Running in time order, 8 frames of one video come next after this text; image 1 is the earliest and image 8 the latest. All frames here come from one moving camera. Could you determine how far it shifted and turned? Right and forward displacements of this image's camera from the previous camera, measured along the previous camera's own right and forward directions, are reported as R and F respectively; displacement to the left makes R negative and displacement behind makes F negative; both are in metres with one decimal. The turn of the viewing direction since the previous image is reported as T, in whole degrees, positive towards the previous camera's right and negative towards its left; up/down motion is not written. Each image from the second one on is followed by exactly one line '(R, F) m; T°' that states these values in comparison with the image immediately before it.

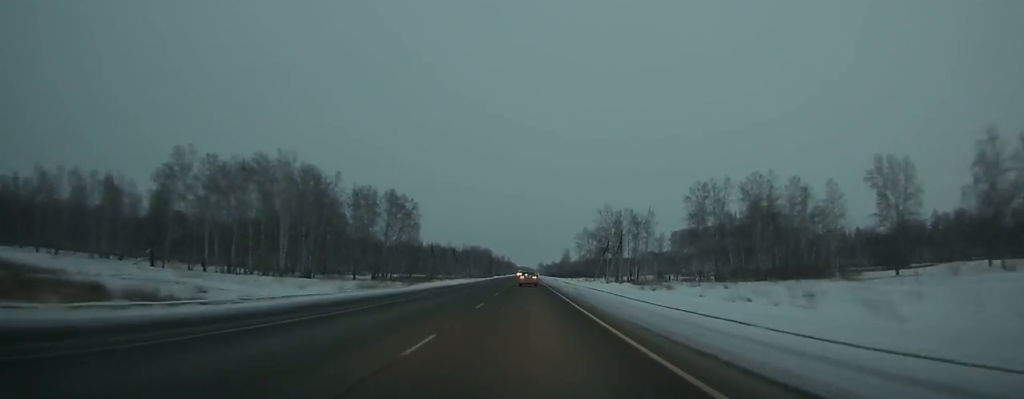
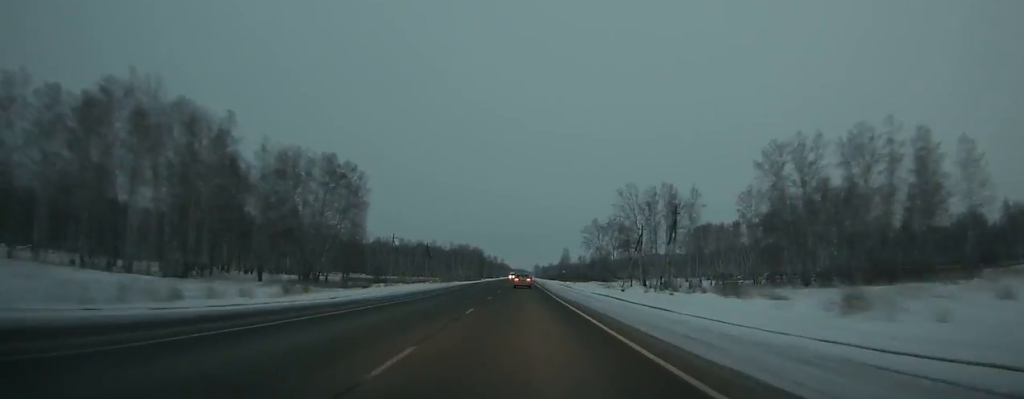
(0.0, +50.6) m; 0°
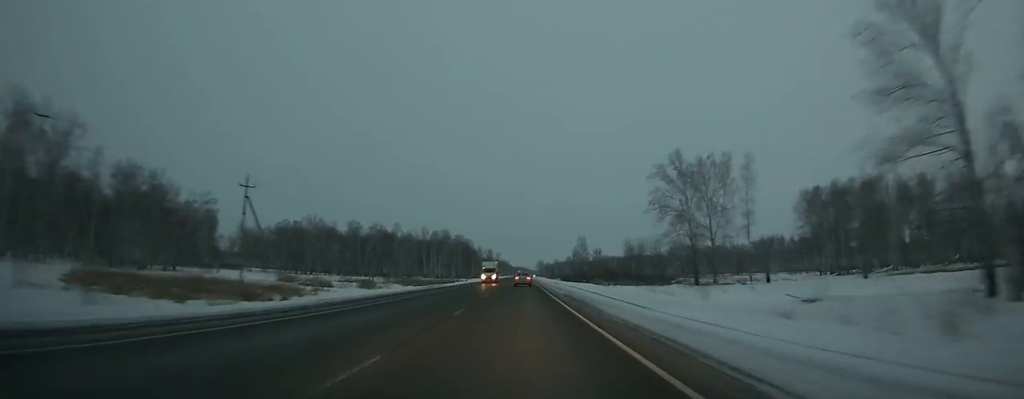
(-0.3, +109.4) m; 0°
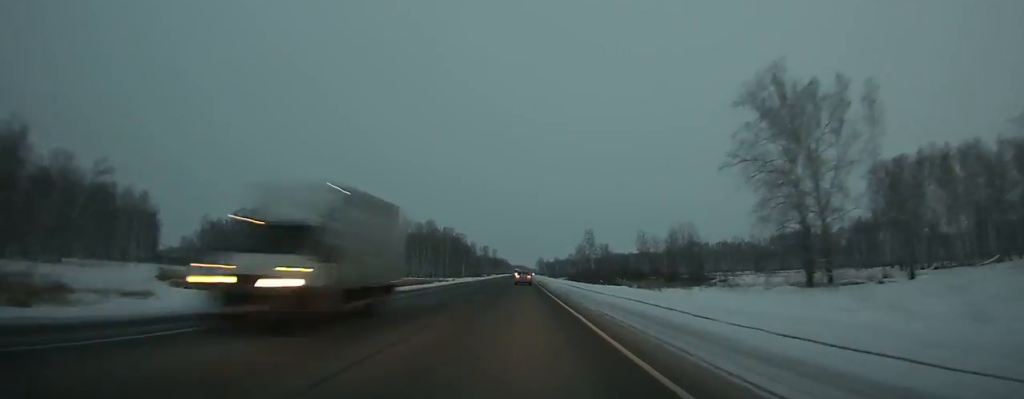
(0.0, +40.8) m; 0°
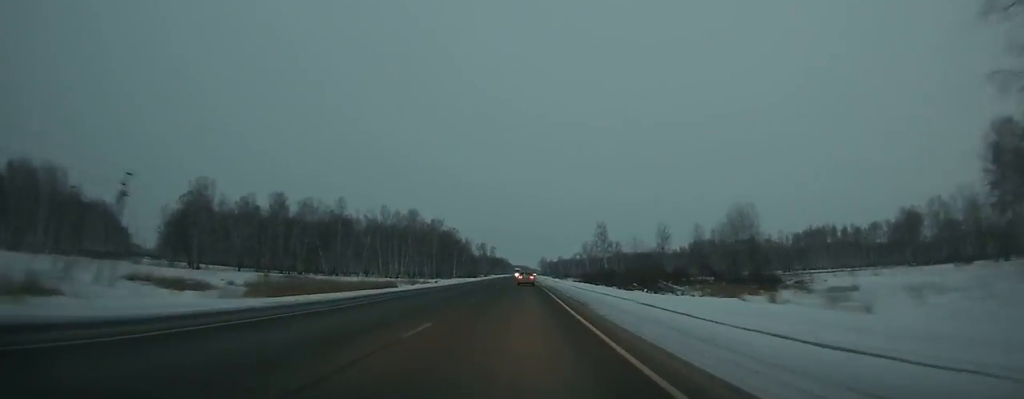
(-0.1, +38.3) m; 0°
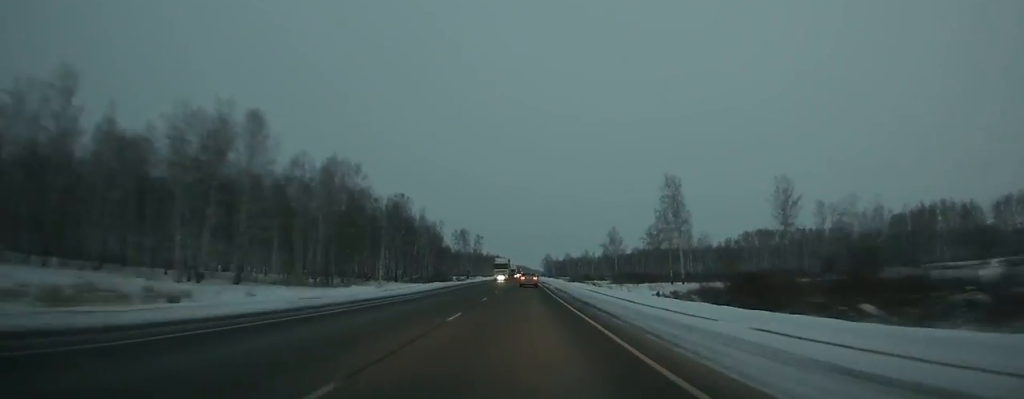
(+0.3, +116.0) m; 0°
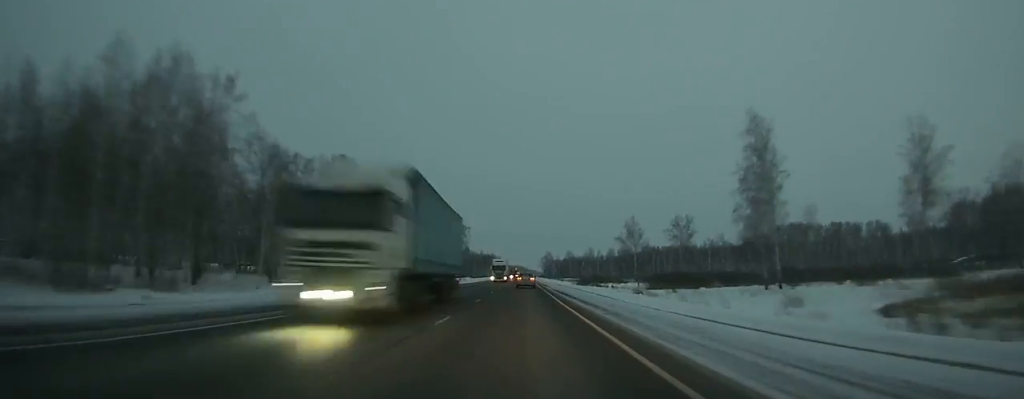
(+0.1, +50.8) m; 0°
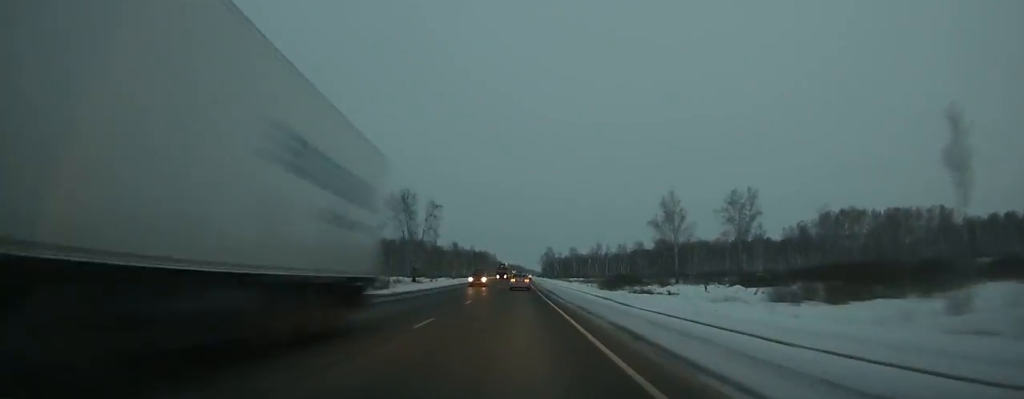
(+0.1, +59.9) m; 0°
